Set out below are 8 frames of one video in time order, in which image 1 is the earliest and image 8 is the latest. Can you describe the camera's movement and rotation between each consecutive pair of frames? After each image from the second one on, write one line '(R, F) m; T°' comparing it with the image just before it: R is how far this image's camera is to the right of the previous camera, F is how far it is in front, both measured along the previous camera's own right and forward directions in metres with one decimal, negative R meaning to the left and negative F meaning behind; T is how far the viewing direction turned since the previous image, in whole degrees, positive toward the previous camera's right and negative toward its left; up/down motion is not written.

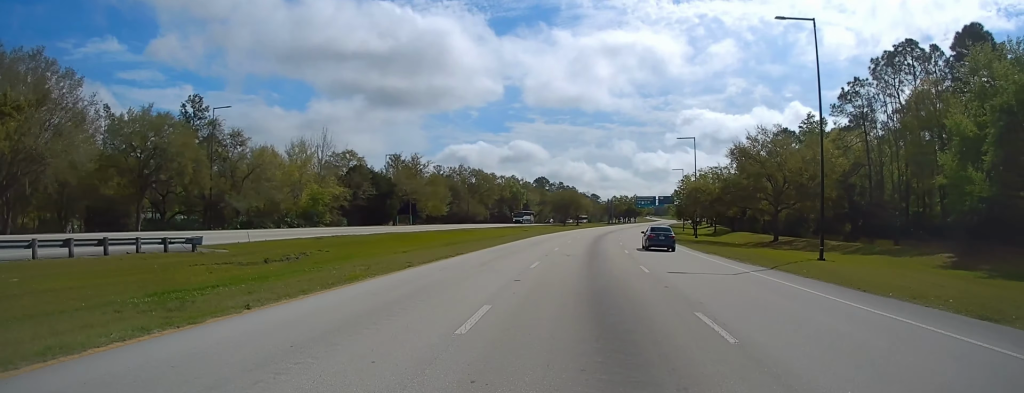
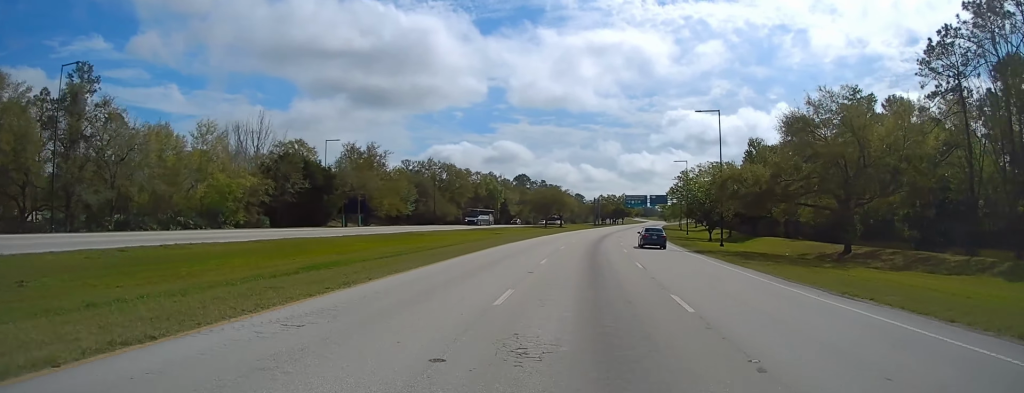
(+0.3, +21.1) m; +2°
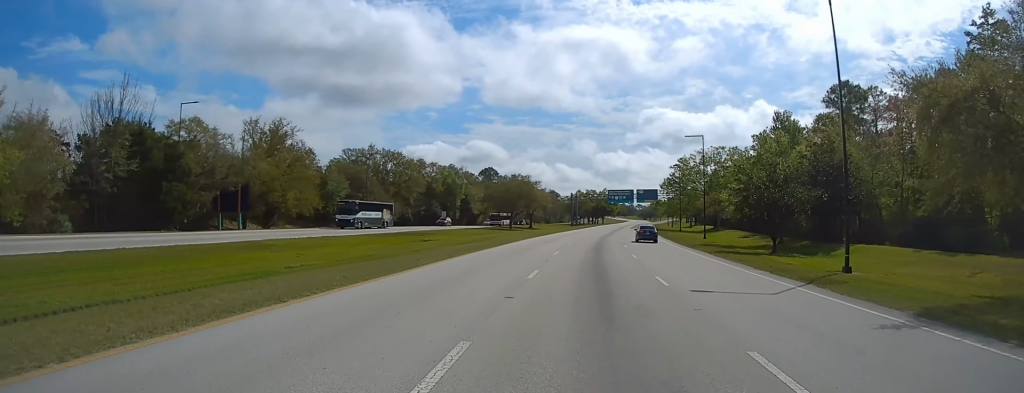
(+0.7, +31.2) m; +2°
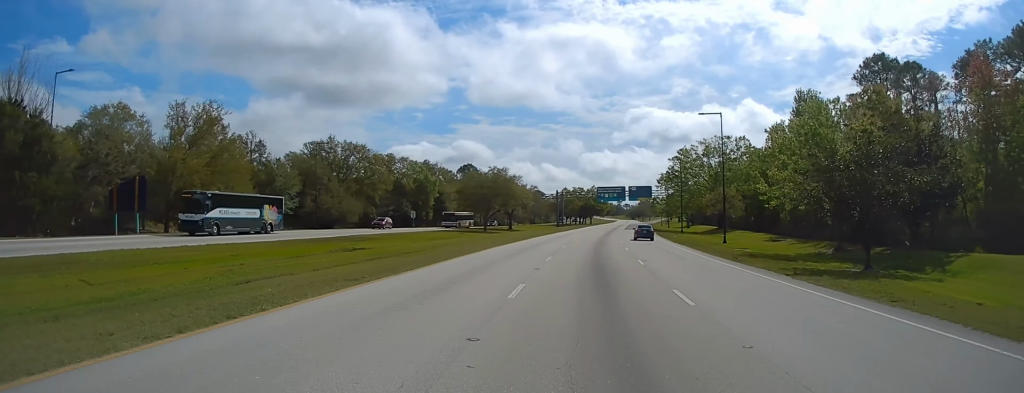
(+0.1, +16.3) m; +1°
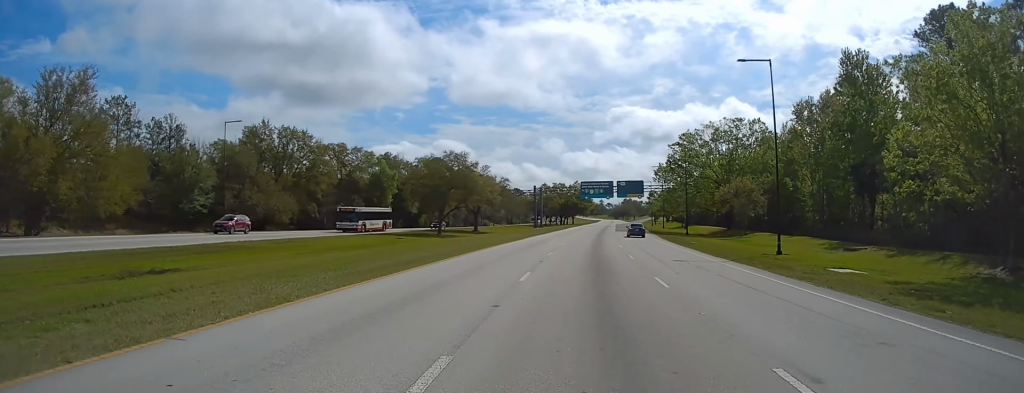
(+0.3, +21.0) m; +2°
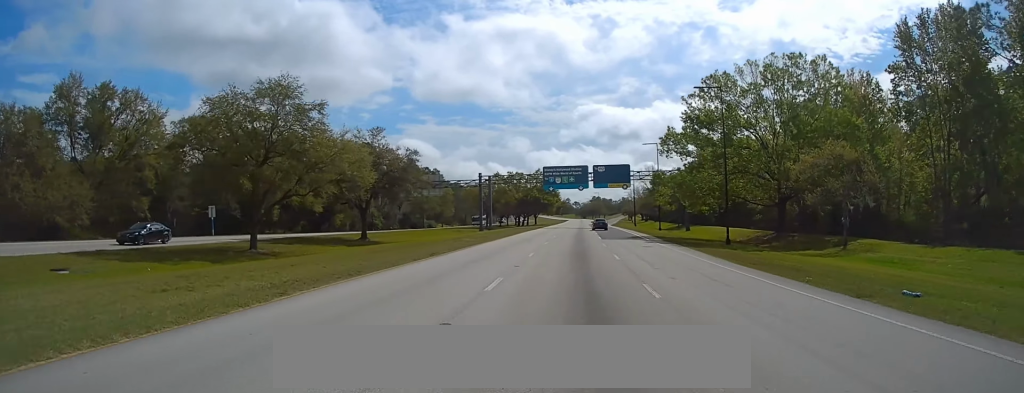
(+0.6, +38.9) m; +1°
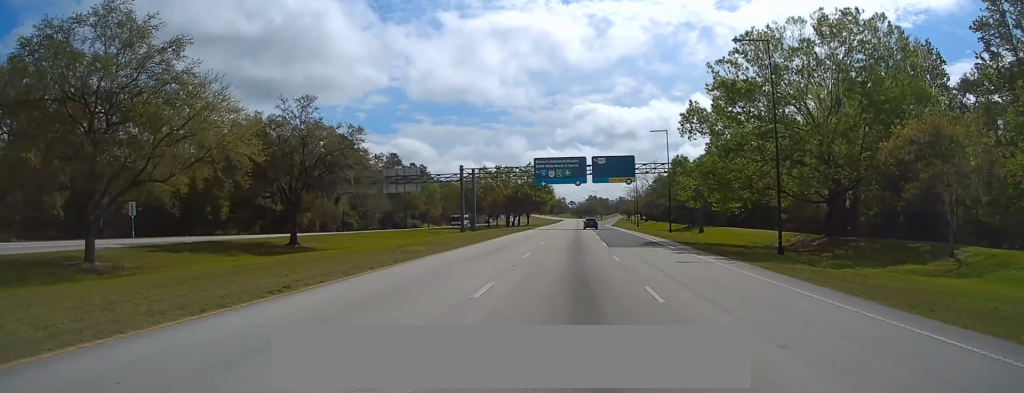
(+0.1, +13.9) m; 0°
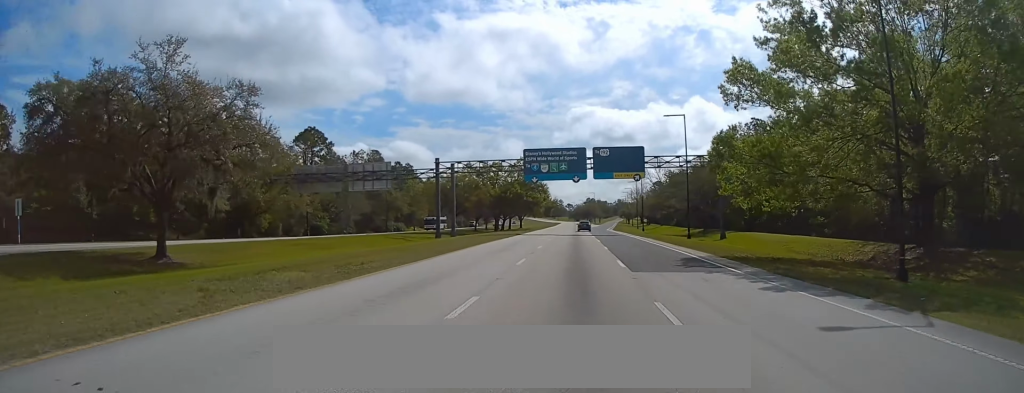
(0.0, +14.6) m; 0°
